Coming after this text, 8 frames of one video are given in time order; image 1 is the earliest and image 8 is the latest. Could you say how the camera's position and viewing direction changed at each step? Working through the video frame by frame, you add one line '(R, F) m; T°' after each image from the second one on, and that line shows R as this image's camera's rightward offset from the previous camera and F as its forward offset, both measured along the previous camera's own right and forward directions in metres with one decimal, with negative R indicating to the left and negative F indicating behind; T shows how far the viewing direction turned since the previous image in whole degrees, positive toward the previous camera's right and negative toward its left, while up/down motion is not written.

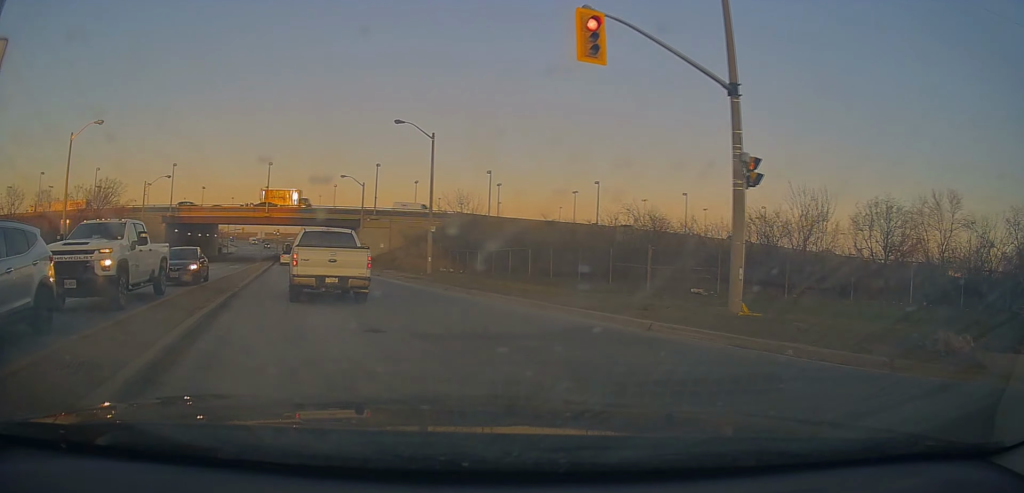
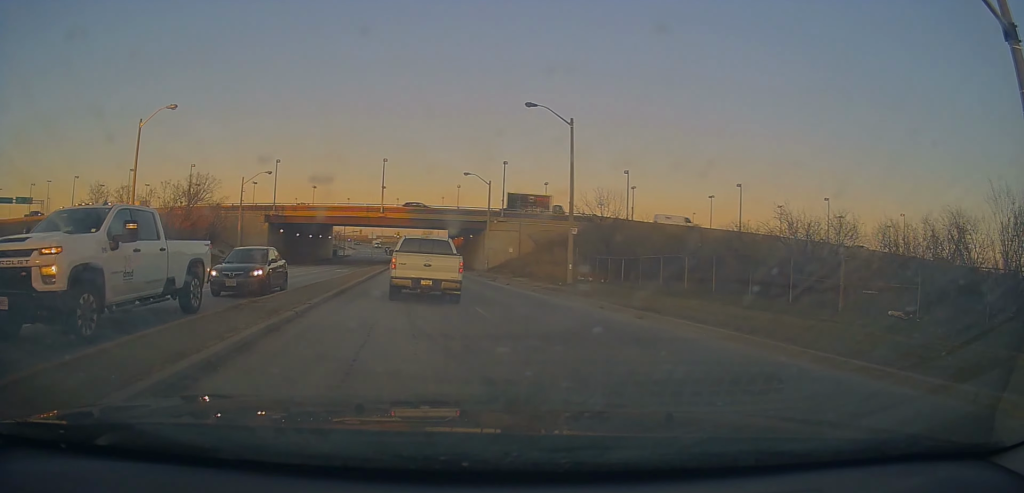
(-0.4, +5.1) m; -14°
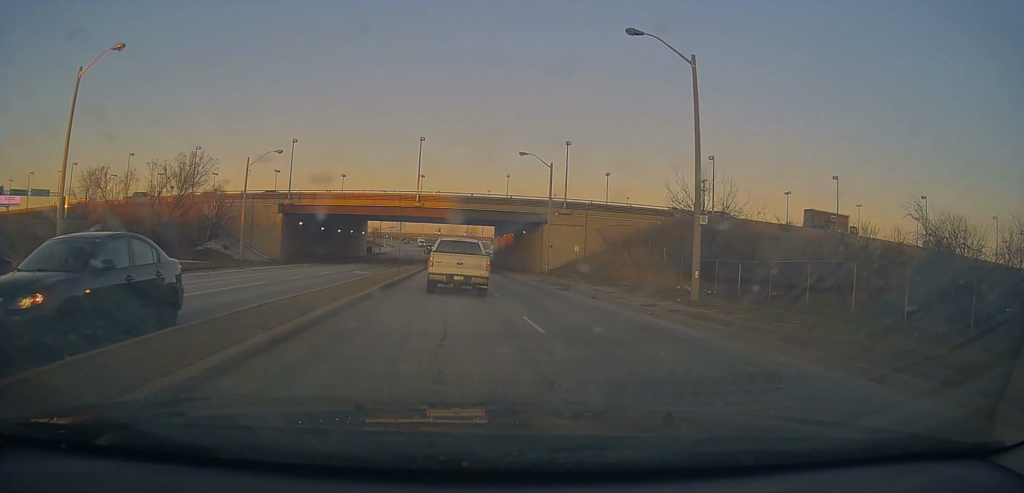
(-1.9, +9.6) m; -9°
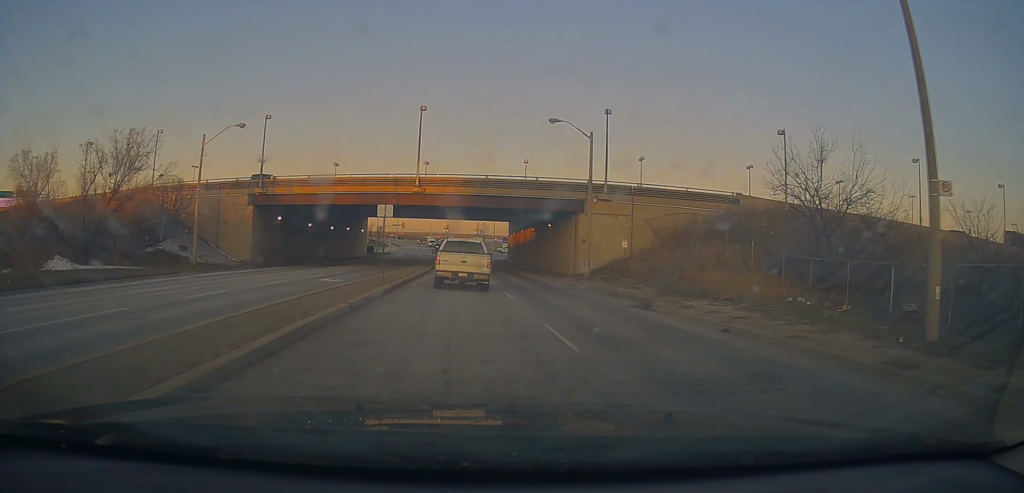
(+0.7, +10.2) m; 0°
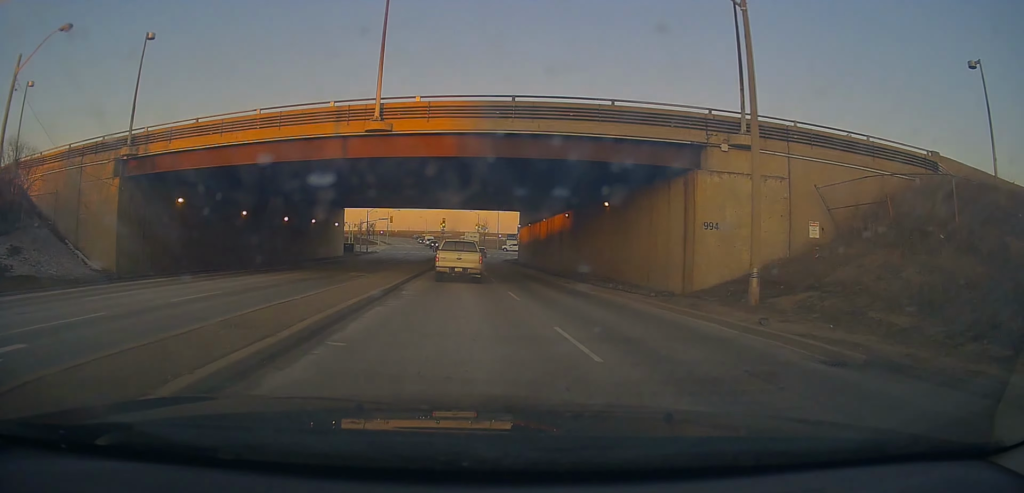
(-1.1, +19.1) m; -3°
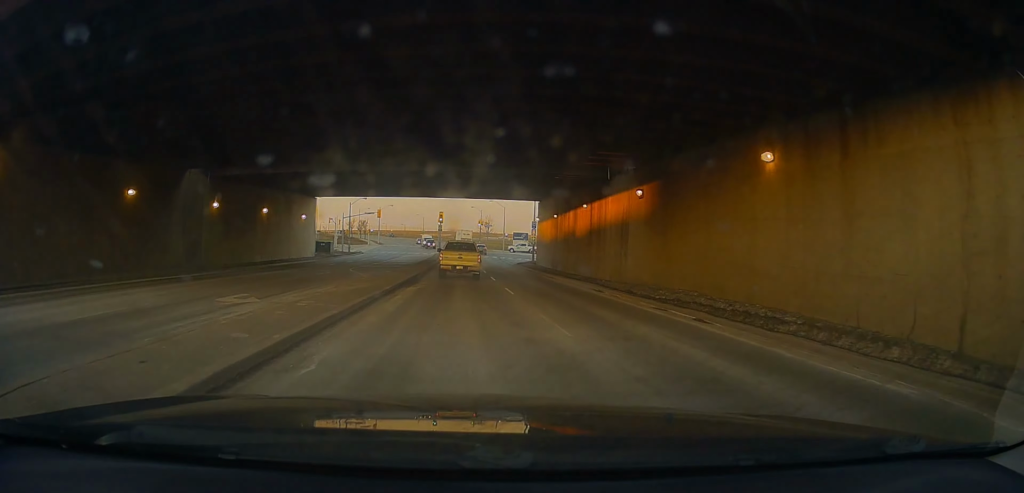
(+0.1, +16.3) m; +2°
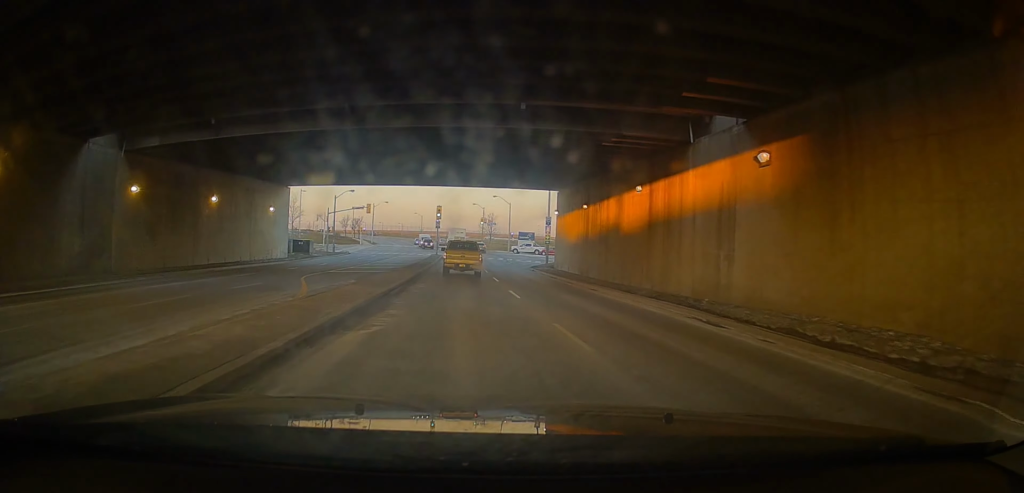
(+0.3, +10.4) m; +1°
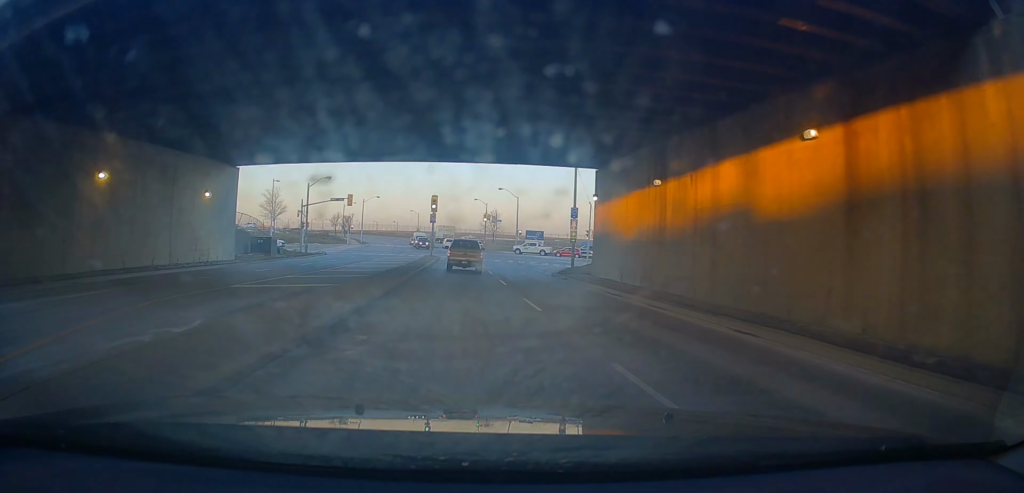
(+0.1, +12.8) m; 0°
